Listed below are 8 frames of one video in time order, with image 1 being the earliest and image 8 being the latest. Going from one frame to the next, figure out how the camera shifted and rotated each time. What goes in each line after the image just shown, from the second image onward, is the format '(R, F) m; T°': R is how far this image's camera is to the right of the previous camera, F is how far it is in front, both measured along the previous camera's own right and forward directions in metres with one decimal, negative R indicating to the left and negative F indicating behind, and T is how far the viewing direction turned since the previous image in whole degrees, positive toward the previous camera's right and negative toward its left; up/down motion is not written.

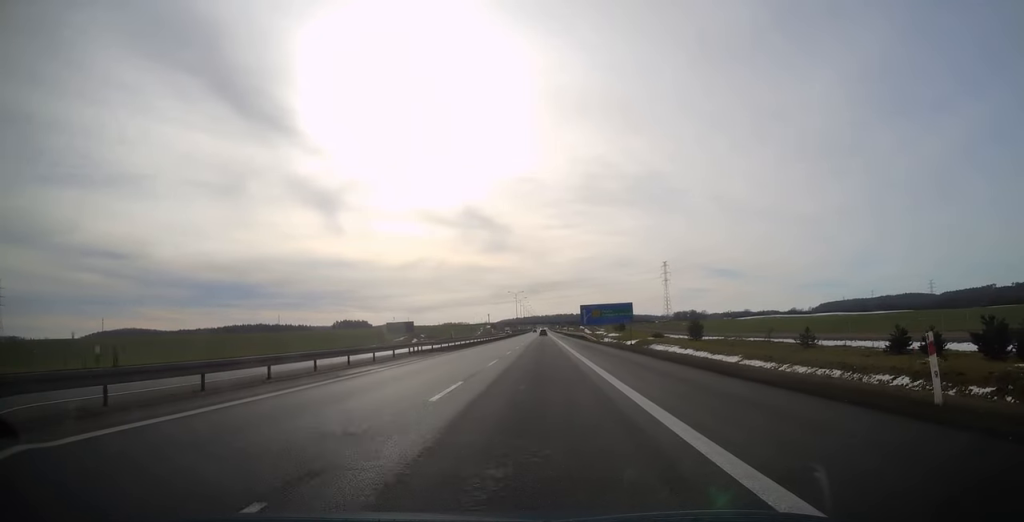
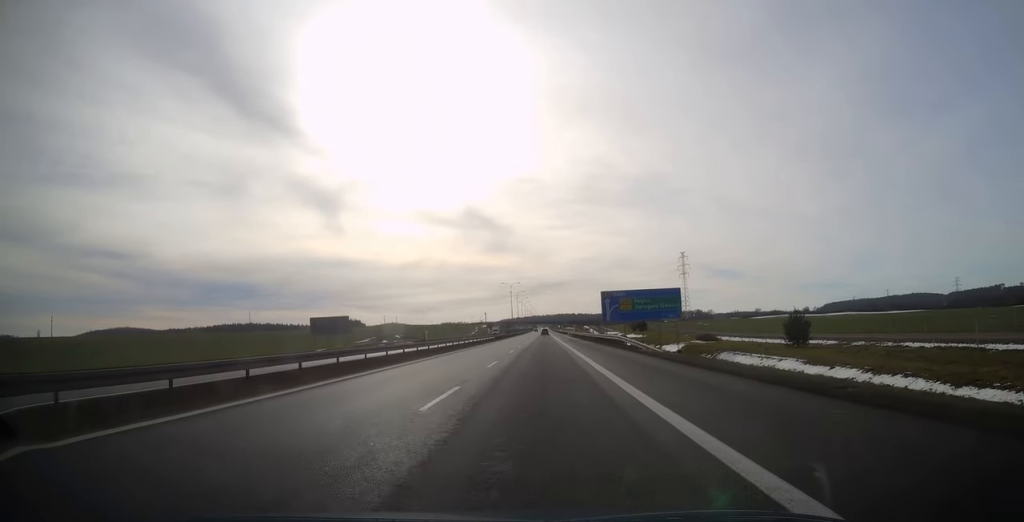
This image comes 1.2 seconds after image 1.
(-0.3, +37.6) m; 0°
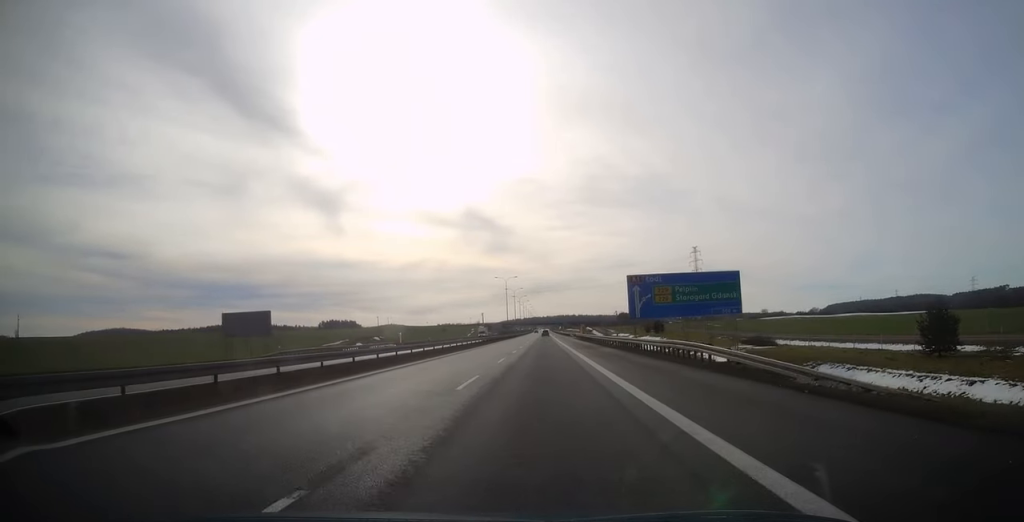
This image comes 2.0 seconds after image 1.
(+0.1, +21.9) m; 0°
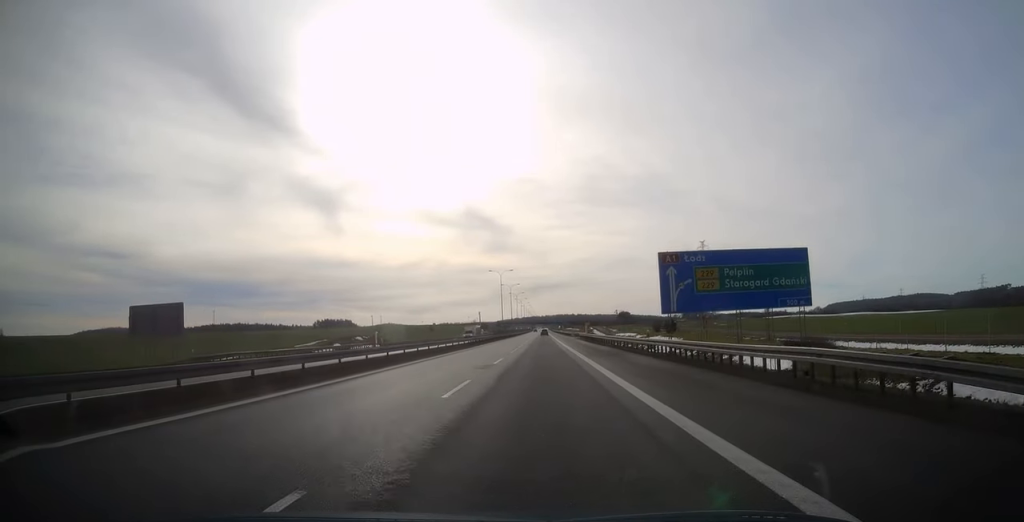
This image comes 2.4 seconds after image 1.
(0.0, +13.7) m; 0°
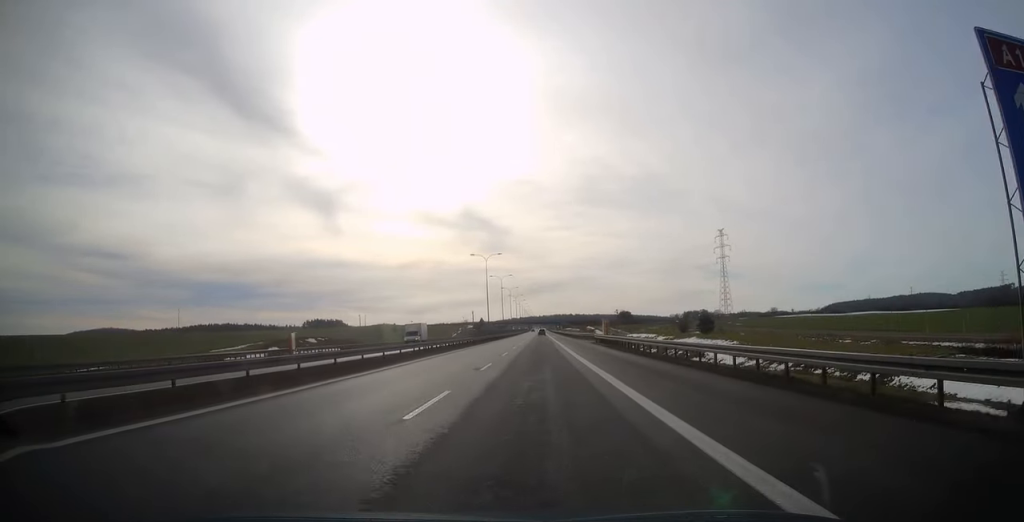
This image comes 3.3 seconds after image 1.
(+0.1, +27.9) m; 0°
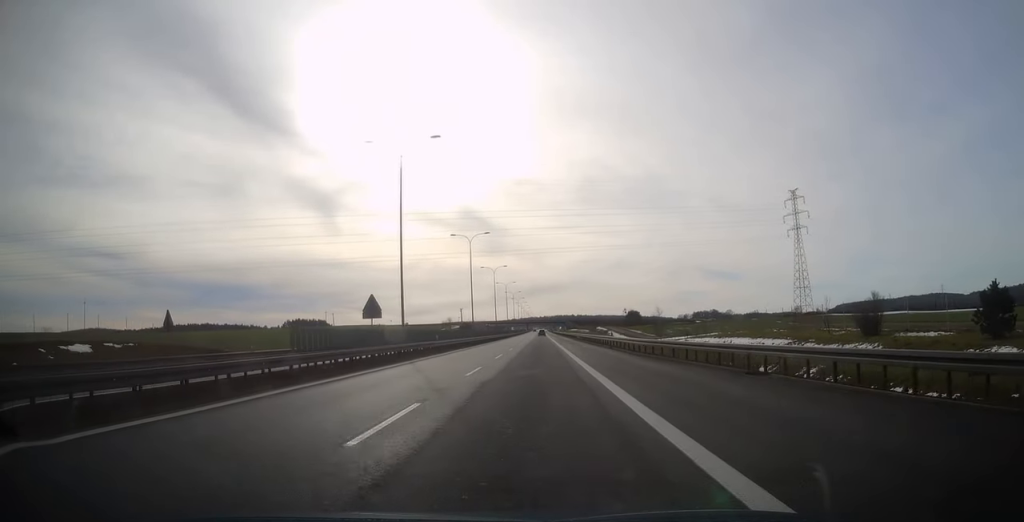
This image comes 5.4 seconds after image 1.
(+0.1, +62.1) m; 0°
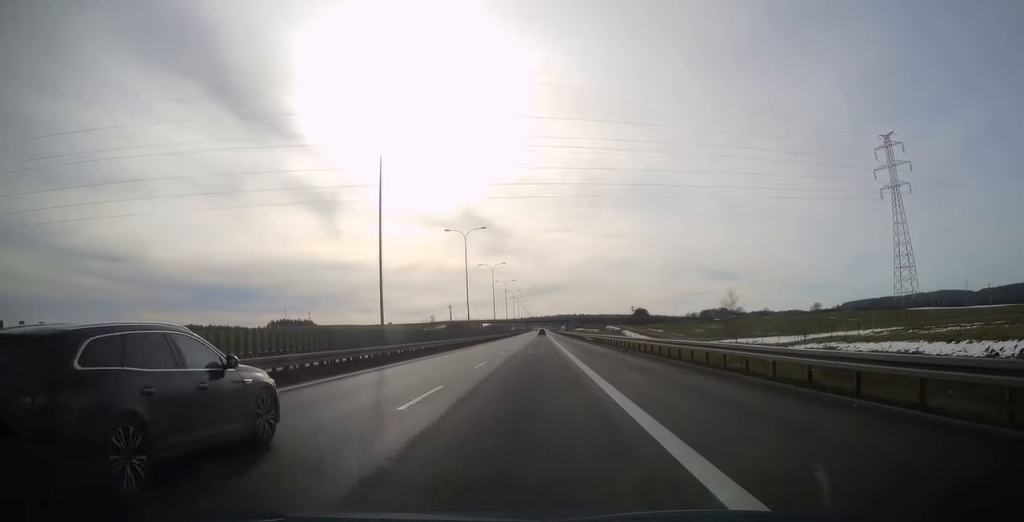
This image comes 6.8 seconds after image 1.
(-0.1, +44.8) m; 0°
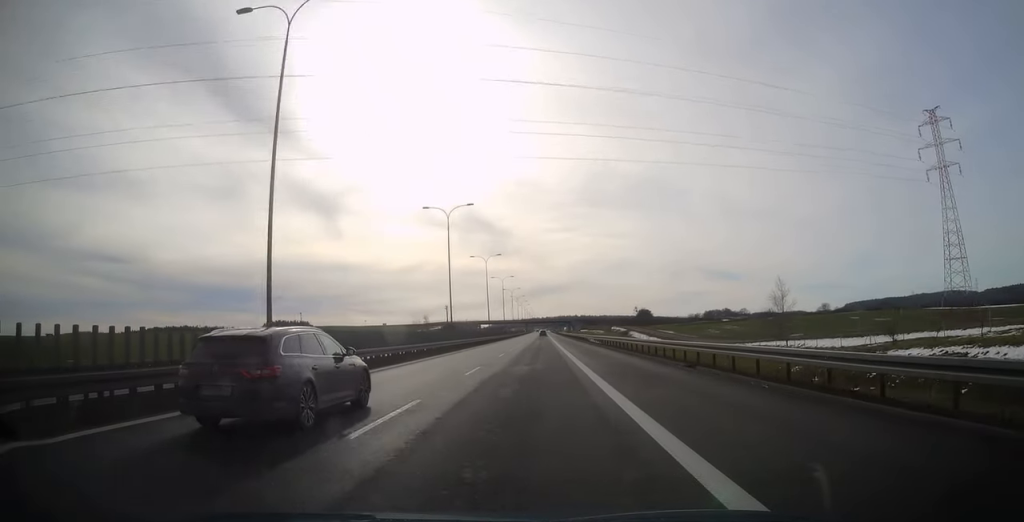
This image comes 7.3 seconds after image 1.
(0.0, +14.7) m; 0°
